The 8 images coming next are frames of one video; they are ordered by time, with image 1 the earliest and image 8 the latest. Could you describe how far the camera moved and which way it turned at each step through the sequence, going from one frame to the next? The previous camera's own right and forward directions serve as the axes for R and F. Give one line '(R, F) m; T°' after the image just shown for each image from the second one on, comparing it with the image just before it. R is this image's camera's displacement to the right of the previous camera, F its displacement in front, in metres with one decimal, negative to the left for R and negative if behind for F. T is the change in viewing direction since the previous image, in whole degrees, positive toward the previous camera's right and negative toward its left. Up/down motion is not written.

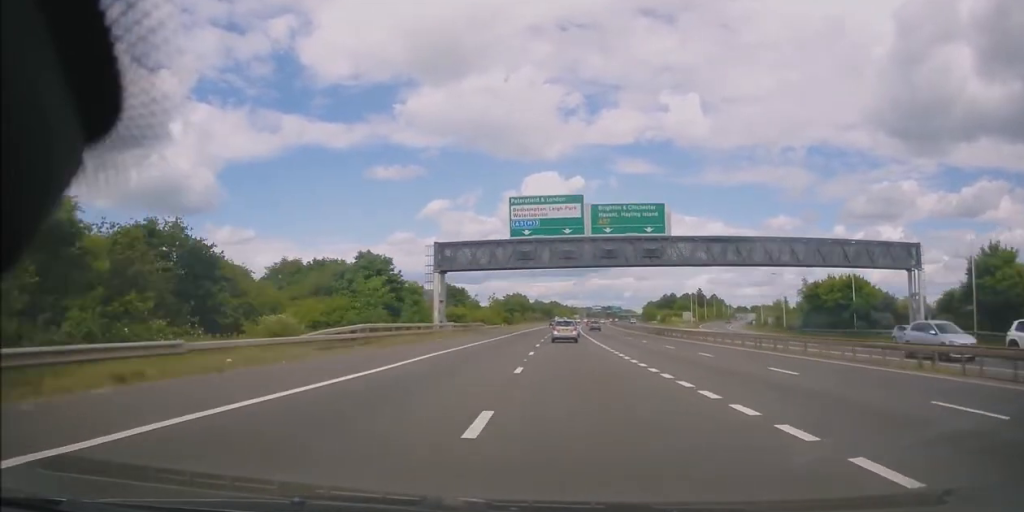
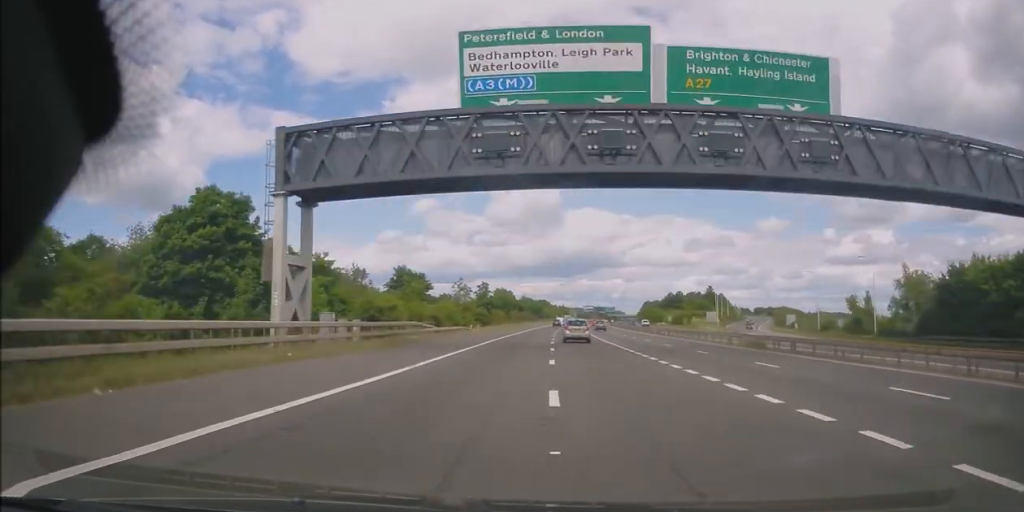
(+0.3, +33.0) m; +1°
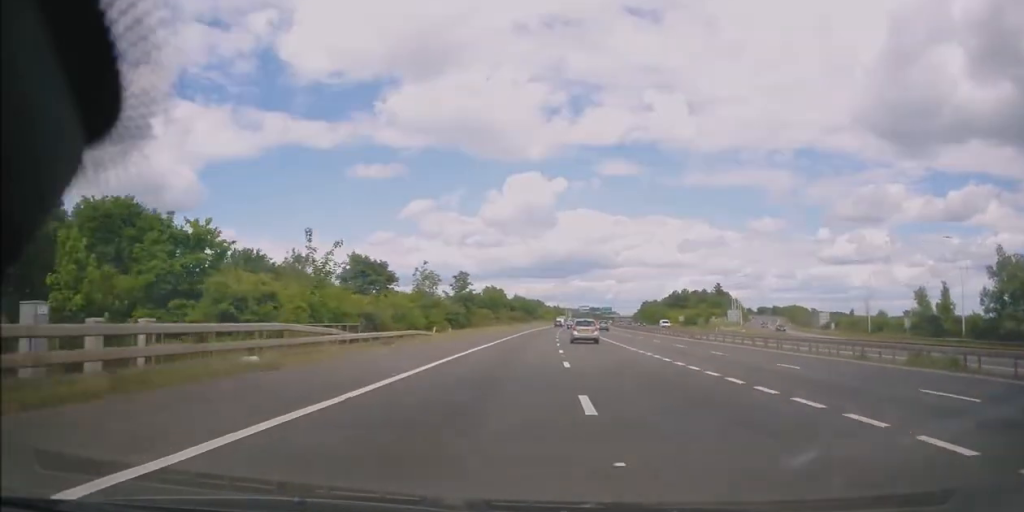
(+0.1, +18.7) m; 0°
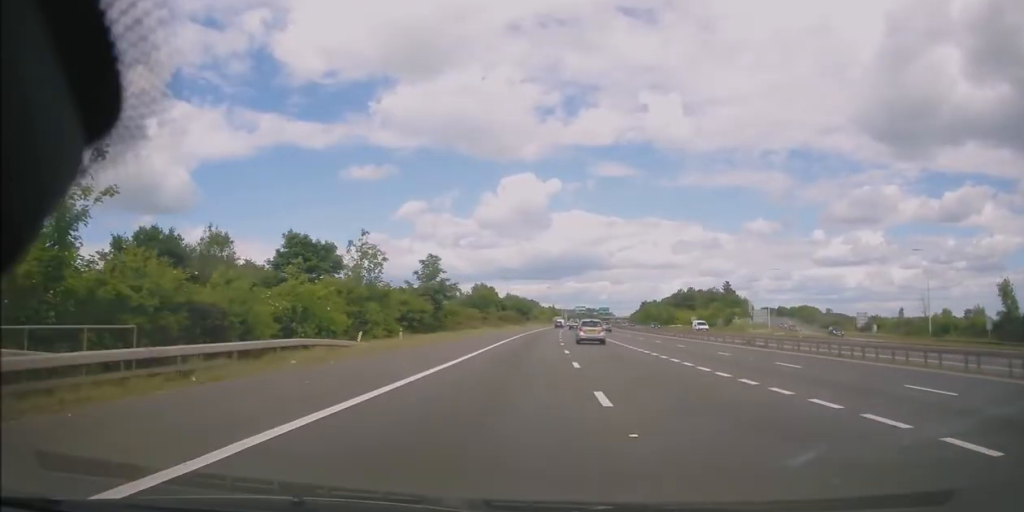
(+0.2, +16.2) m; 0°
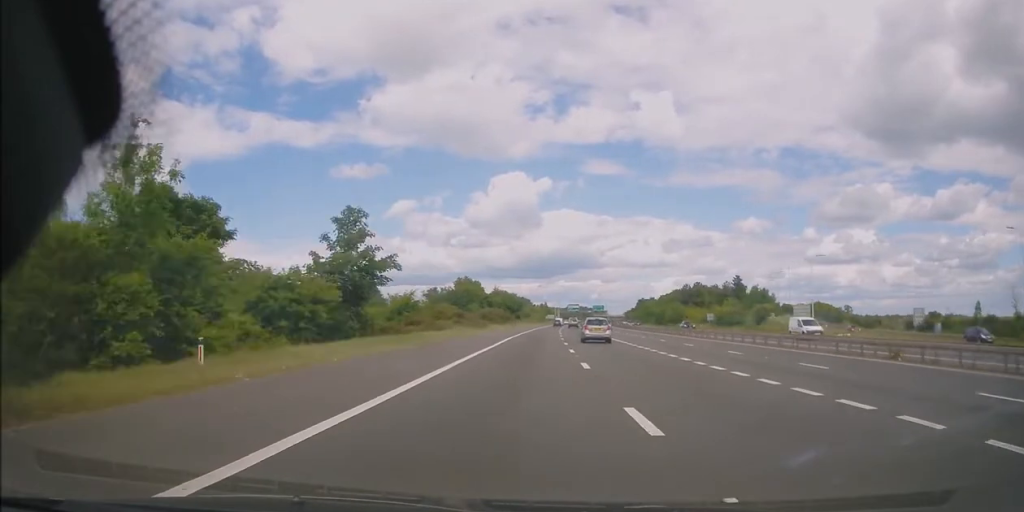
(-0.2, +18.8) m; 0°
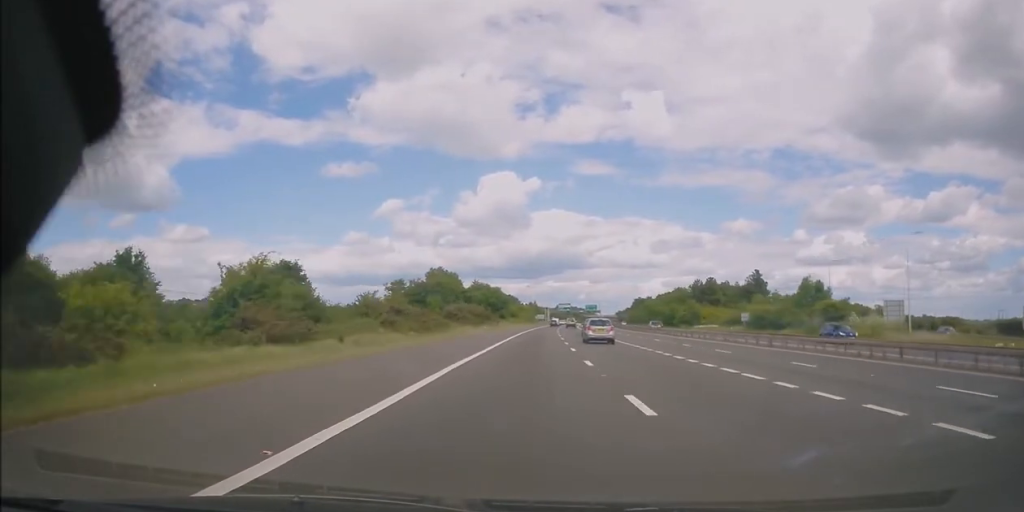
(+0.3, +24.8) m; +2°
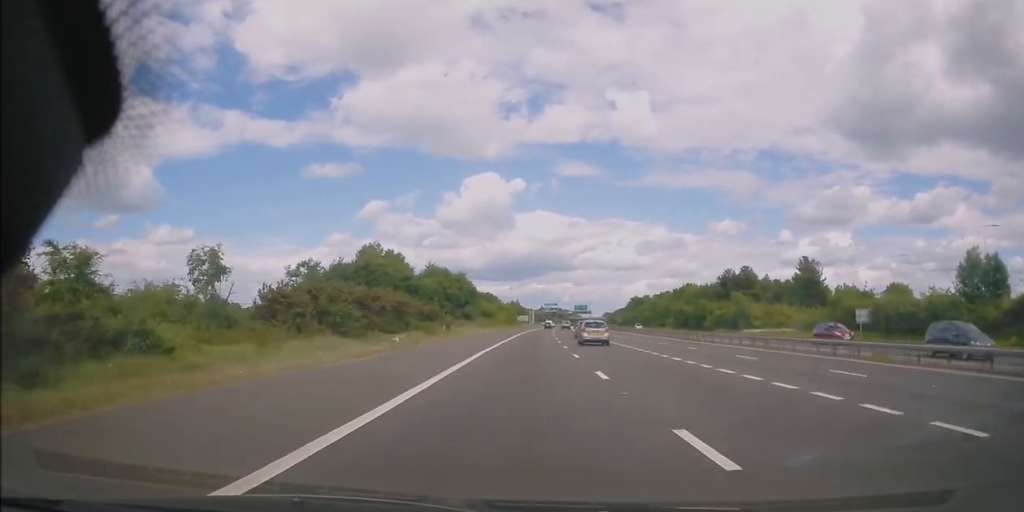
(+1.0, +38.2) m; +2°
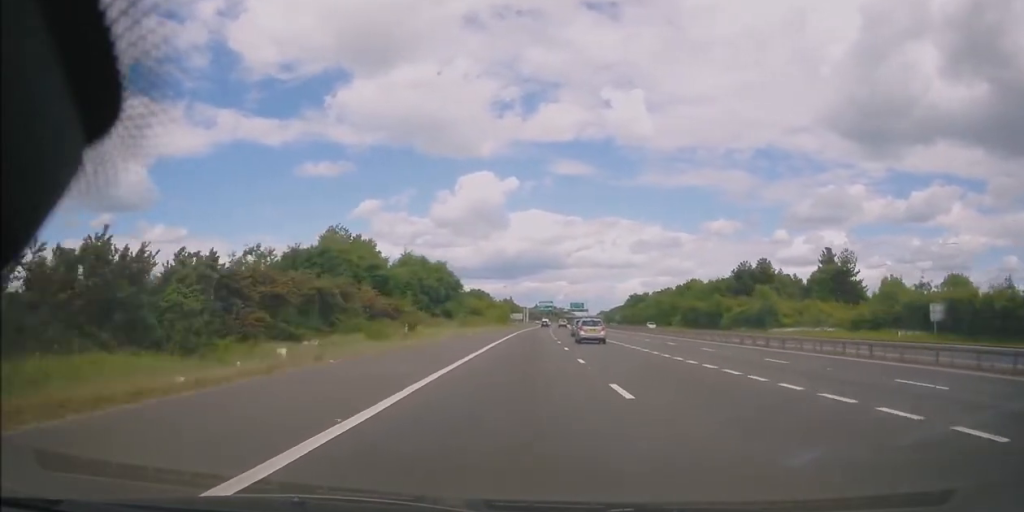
(-0.1, +12.6) m; 0°
